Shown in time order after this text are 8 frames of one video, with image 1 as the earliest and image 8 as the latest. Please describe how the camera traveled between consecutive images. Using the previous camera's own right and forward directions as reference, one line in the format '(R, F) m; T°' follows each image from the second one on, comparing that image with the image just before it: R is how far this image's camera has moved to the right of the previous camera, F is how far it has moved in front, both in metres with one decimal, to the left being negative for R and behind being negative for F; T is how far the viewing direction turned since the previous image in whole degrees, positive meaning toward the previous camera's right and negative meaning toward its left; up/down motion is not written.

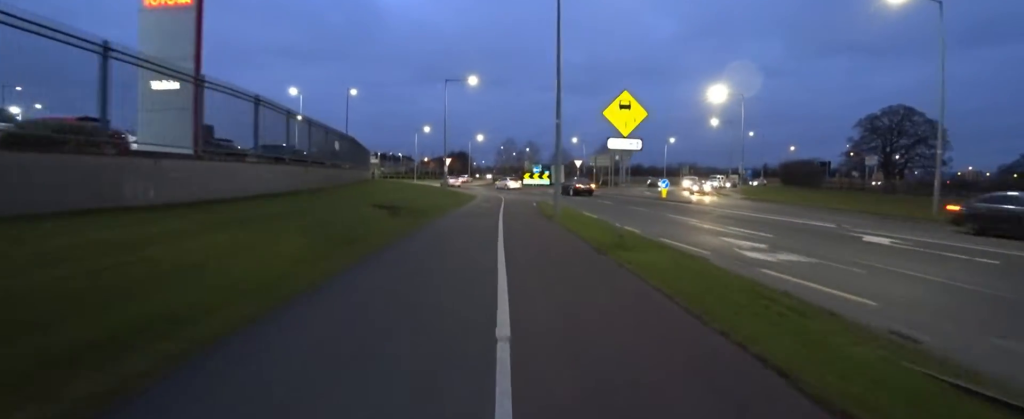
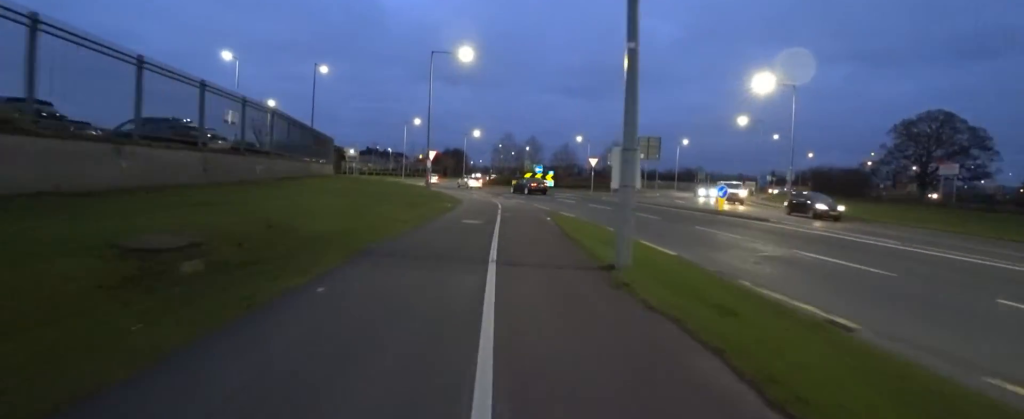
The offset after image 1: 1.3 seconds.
(+0.3, +7.9) m; +4°
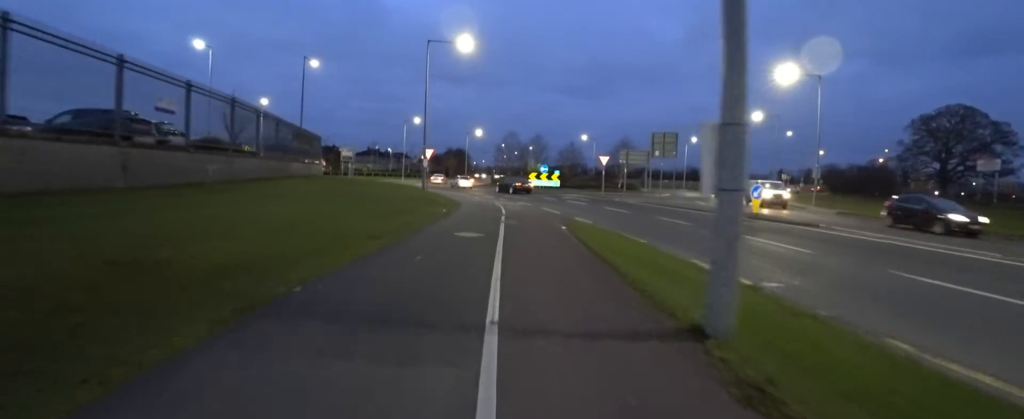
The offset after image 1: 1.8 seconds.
(0.0, +2.7) m; +1°
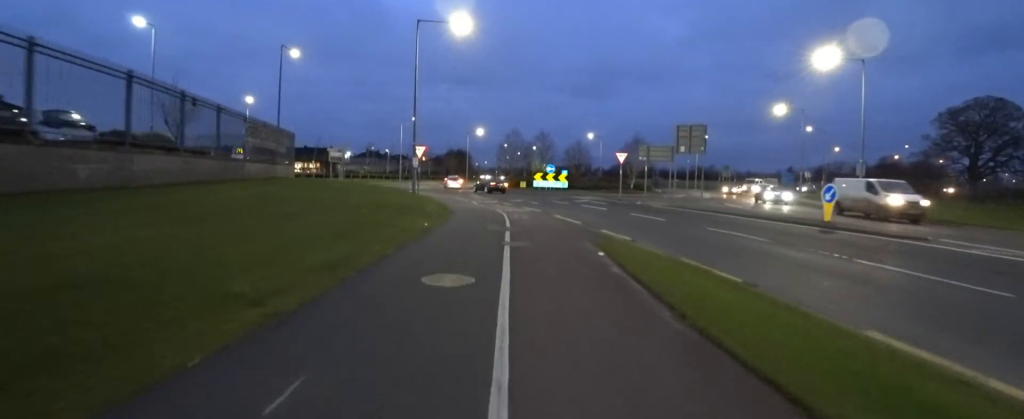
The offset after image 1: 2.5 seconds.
(0.0, +4.1) m; 0°
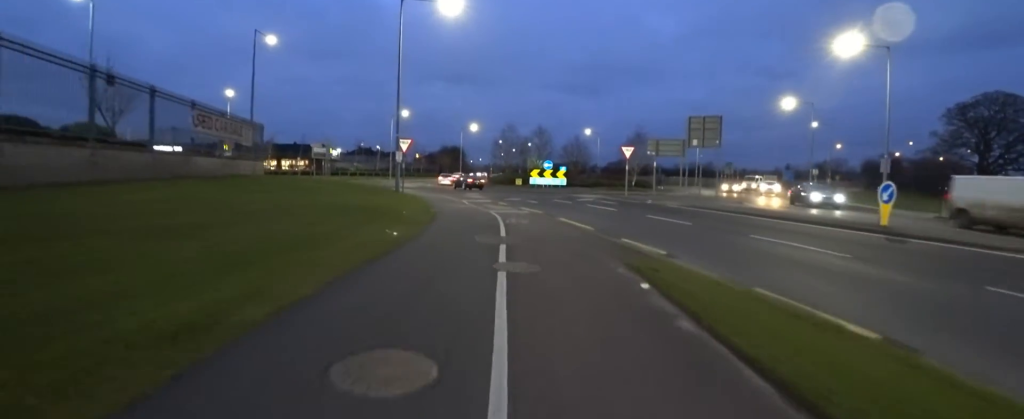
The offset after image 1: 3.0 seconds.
(0.0, +2.6) m; -4°
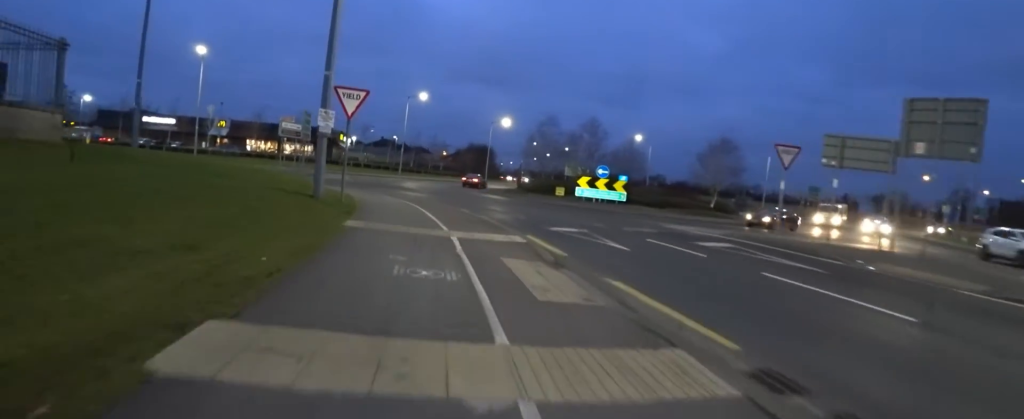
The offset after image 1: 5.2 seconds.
(-2.2, +11.2) m; -19°
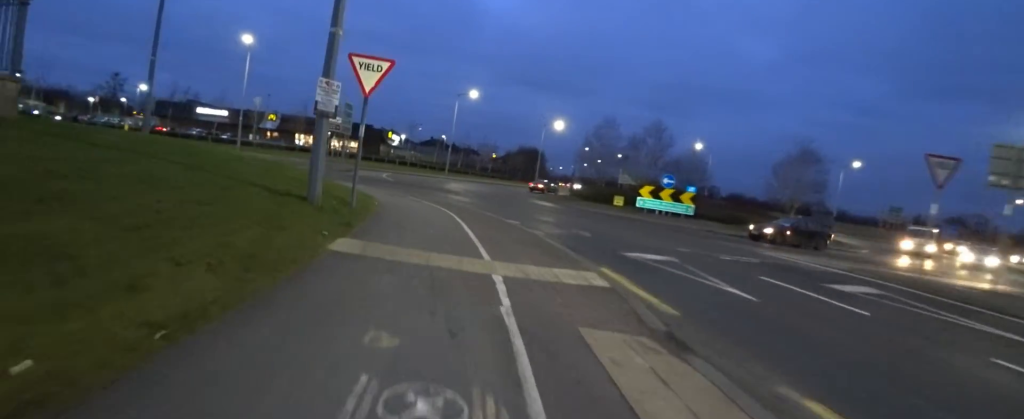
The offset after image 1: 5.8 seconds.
(+0.1, +2.8) m; -4°
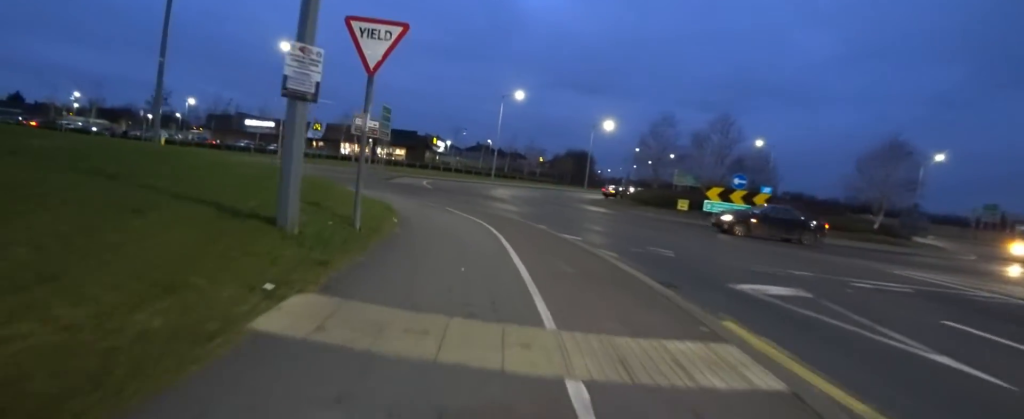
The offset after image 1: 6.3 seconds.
(-0.2, +2.2) m; -8°
